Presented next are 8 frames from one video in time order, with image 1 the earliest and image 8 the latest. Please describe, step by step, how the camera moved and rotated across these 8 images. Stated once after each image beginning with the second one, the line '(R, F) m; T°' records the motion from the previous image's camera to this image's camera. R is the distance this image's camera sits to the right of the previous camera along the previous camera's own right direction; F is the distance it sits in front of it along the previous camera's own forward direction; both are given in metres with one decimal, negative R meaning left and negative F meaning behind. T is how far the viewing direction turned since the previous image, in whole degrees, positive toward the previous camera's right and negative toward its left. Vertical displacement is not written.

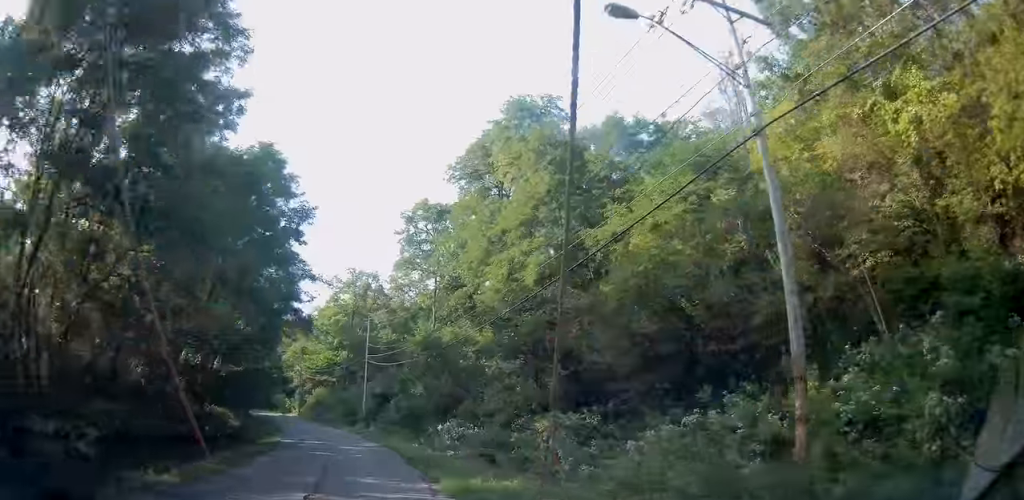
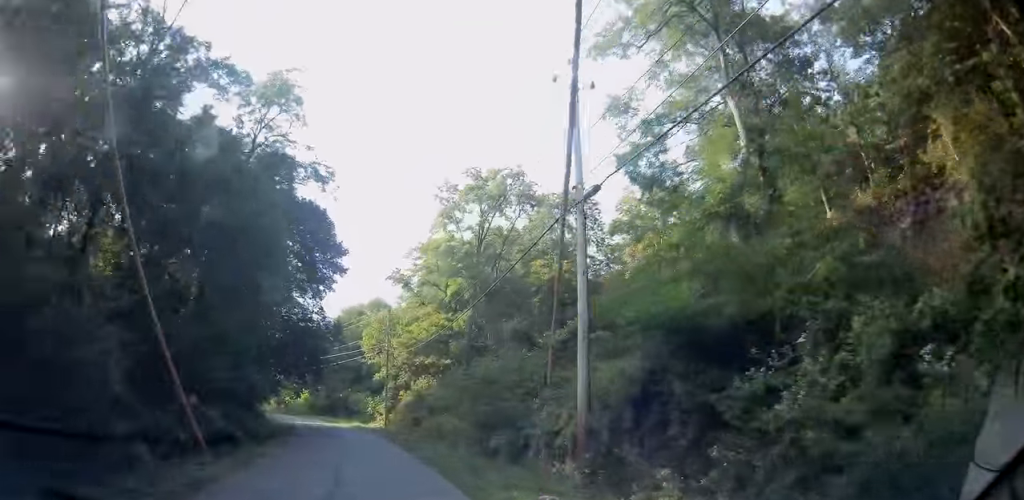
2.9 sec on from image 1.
(-6.1, +42.5) m; -14°
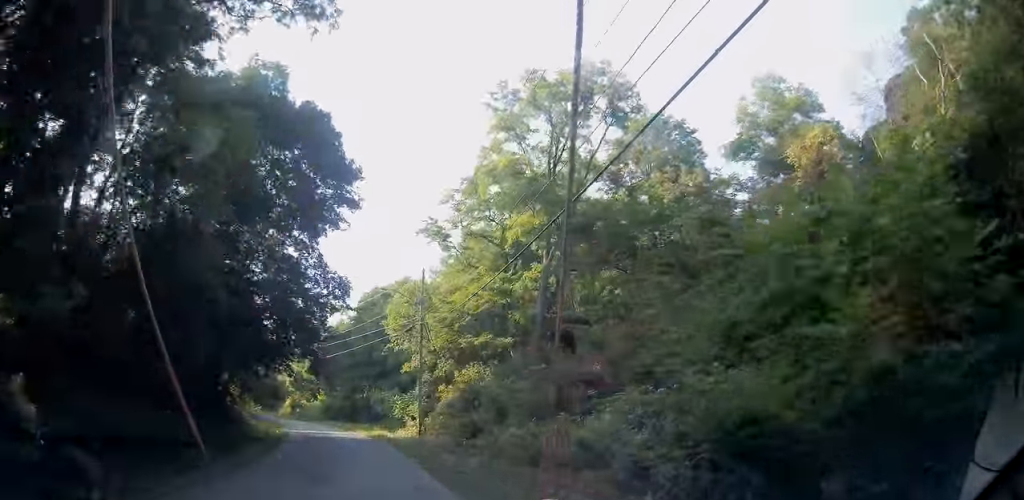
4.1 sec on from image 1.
(-0.9, +17.9) m; -5°
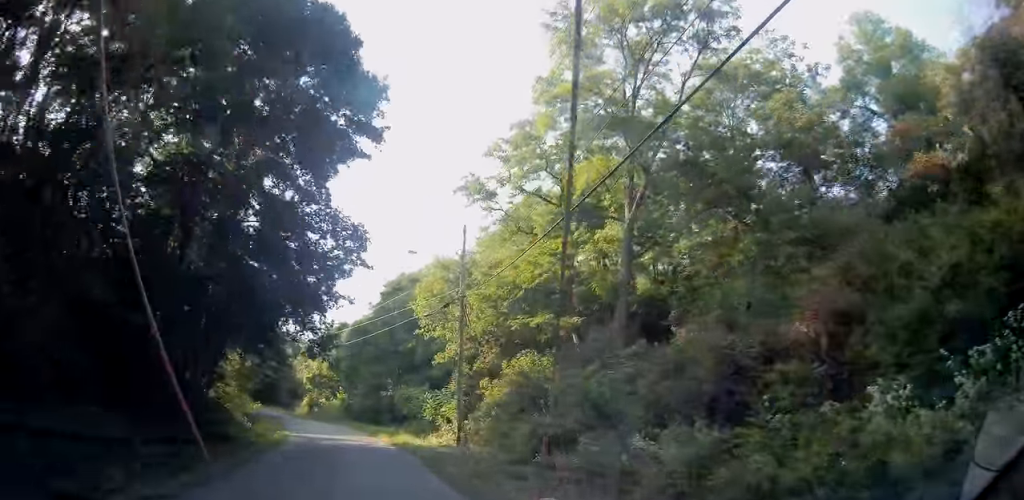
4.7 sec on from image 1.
(-0.2, +9.4) m; -1°
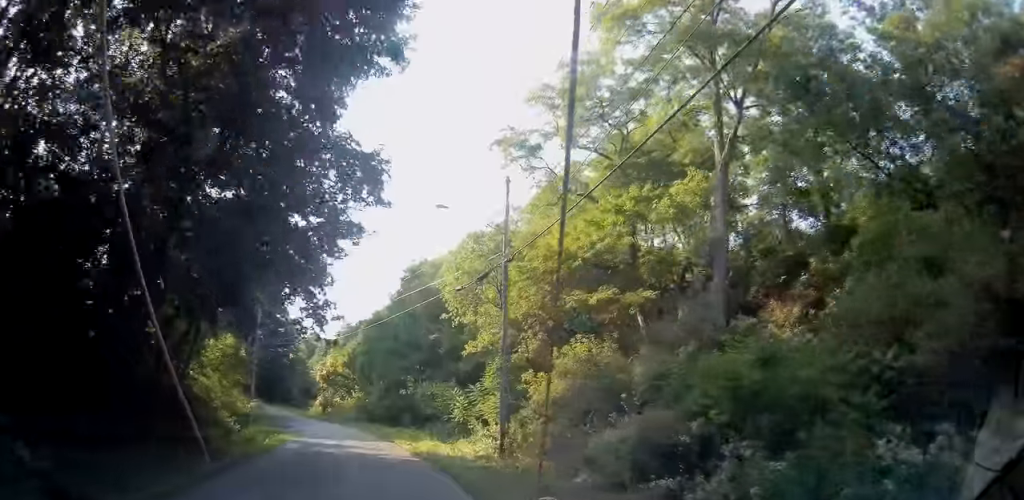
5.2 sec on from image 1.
(0.0, +6.9) m; 0°
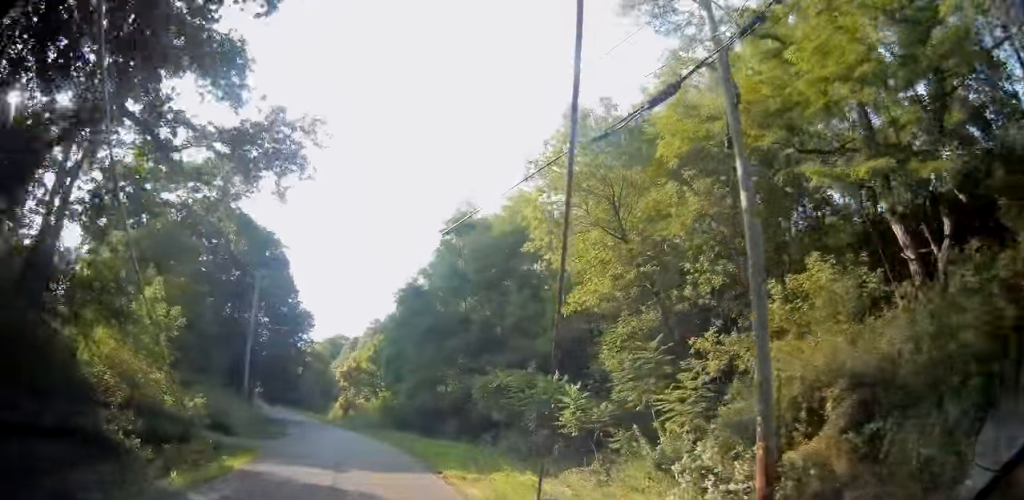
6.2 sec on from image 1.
(0.0, +15.4) m; -2°
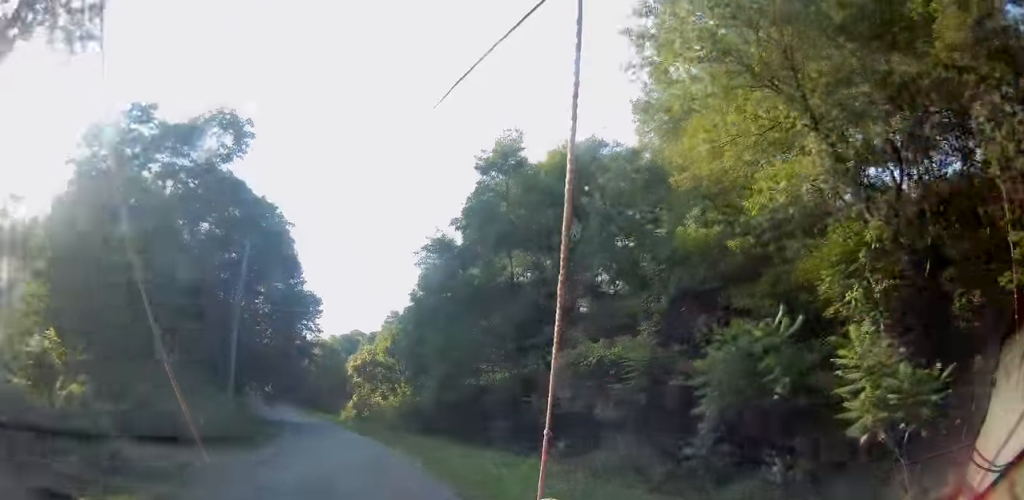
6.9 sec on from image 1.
(-0.3, +10.5) m; -2°
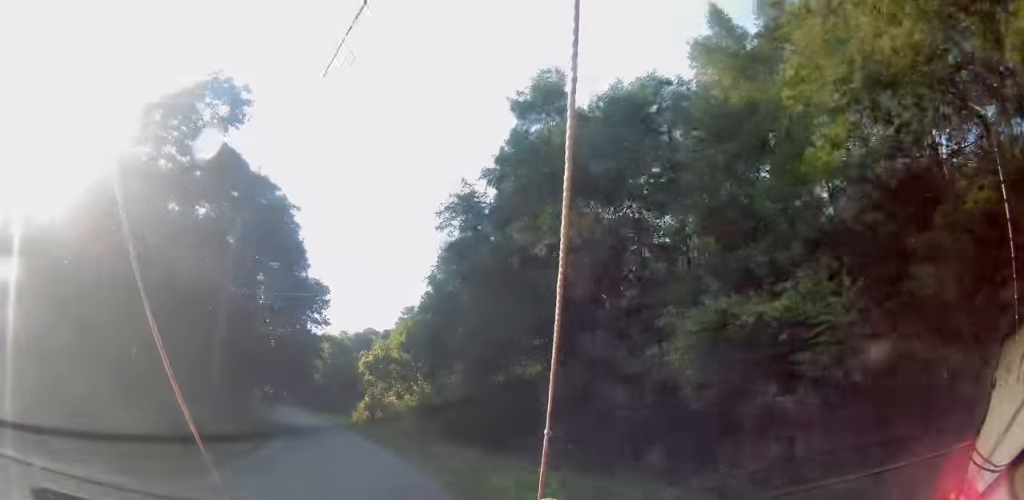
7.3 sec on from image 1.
(-0.1, +6.5) m; -2°
